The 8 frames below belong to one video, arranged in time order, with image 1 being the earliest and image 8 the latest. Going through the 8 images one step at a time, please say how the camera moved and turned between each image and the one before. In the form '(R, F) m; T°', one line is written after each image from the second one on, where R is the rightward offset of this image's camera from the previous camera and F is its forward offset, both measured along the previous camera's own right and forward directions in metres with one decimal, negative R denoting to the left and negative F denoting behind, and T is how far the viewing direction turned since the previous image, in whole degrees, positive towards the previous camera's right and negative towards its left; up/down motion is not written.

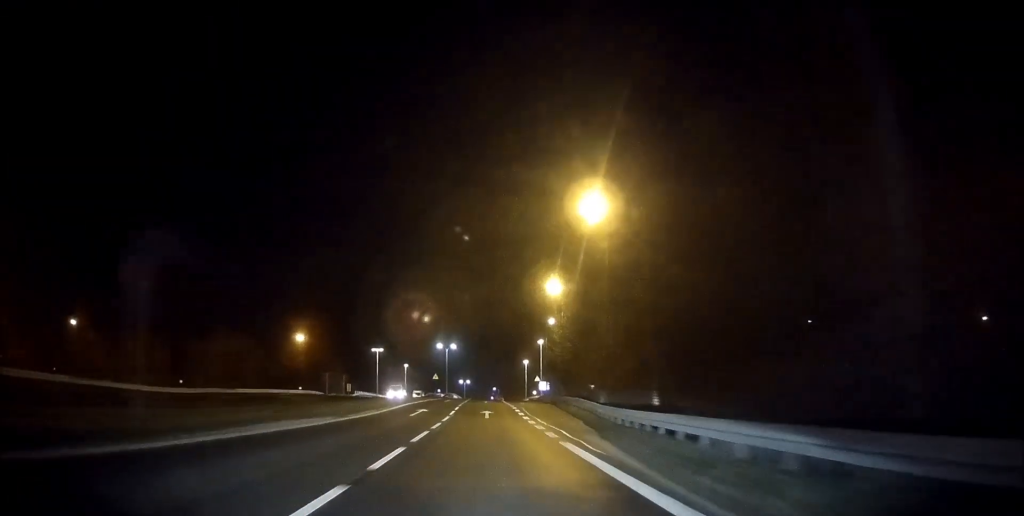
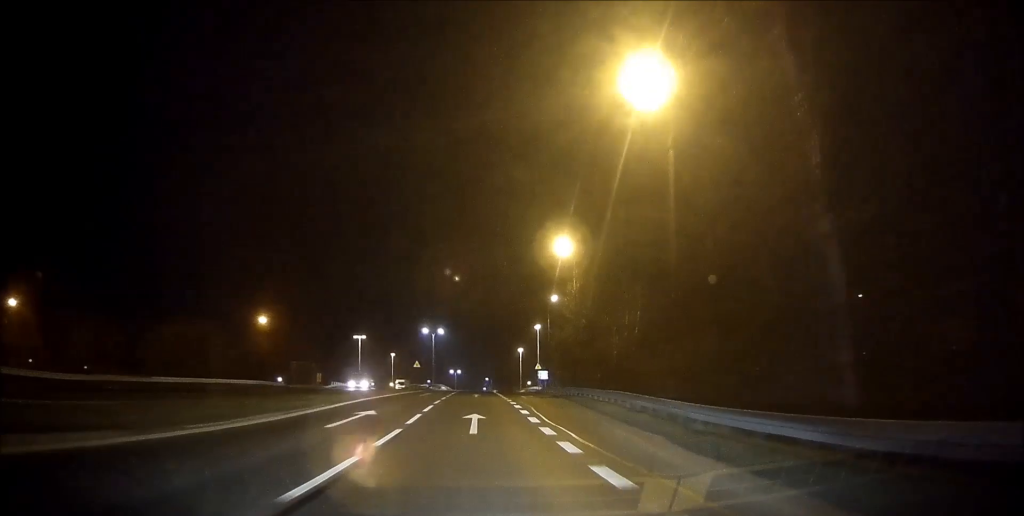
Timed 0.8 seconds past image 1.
(0.0, +14.8) m; 0°
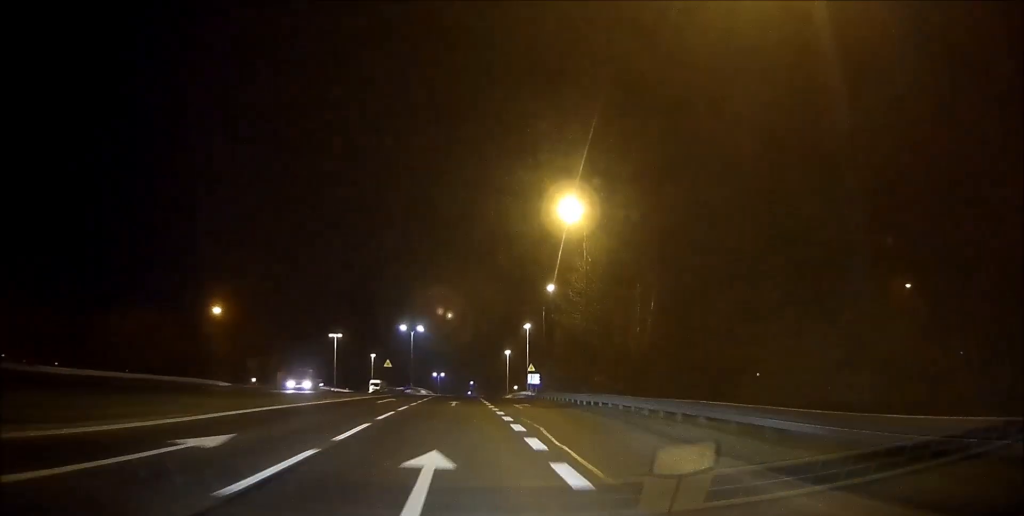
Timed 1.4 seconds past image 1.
(0.0, +12.1) m; 0°
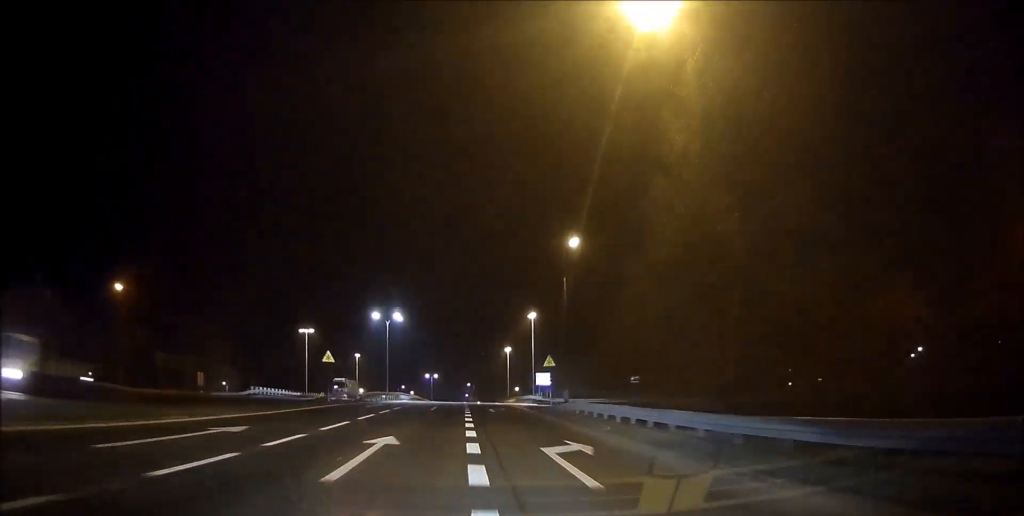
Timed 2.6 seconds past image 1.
(0.0, +23.4) m; 0°
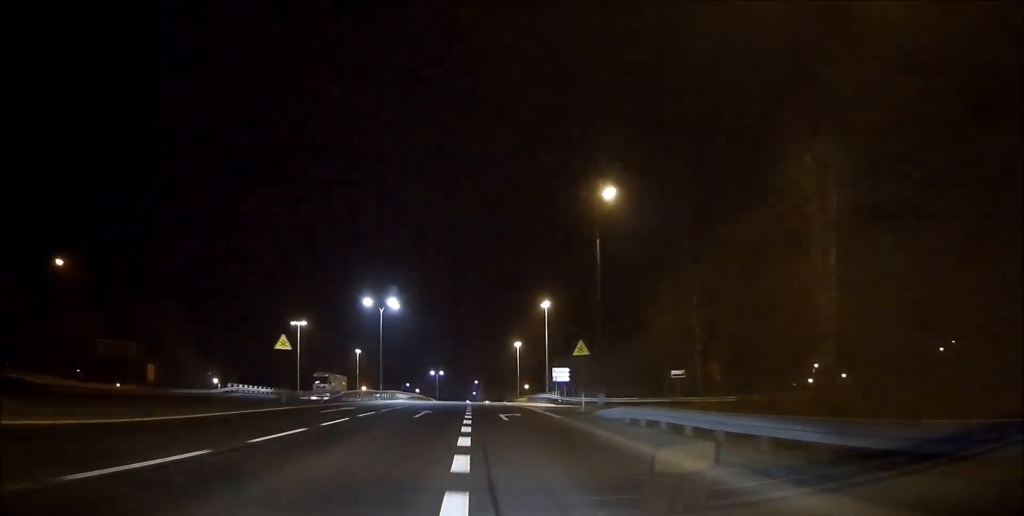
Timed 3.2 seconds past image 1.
(0.0, +11.3) m; 0°
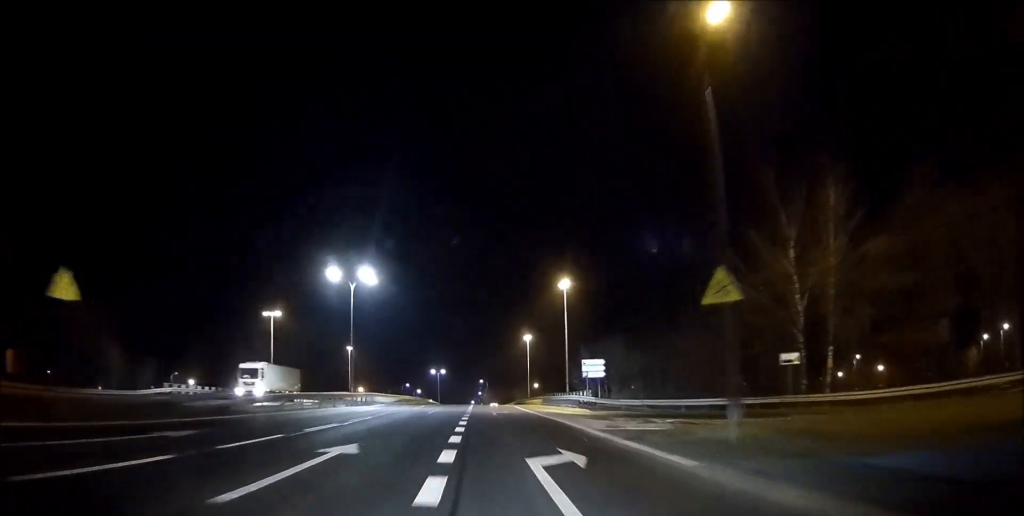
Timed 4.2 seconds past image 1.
(-0.1, +18.8) m; 0°
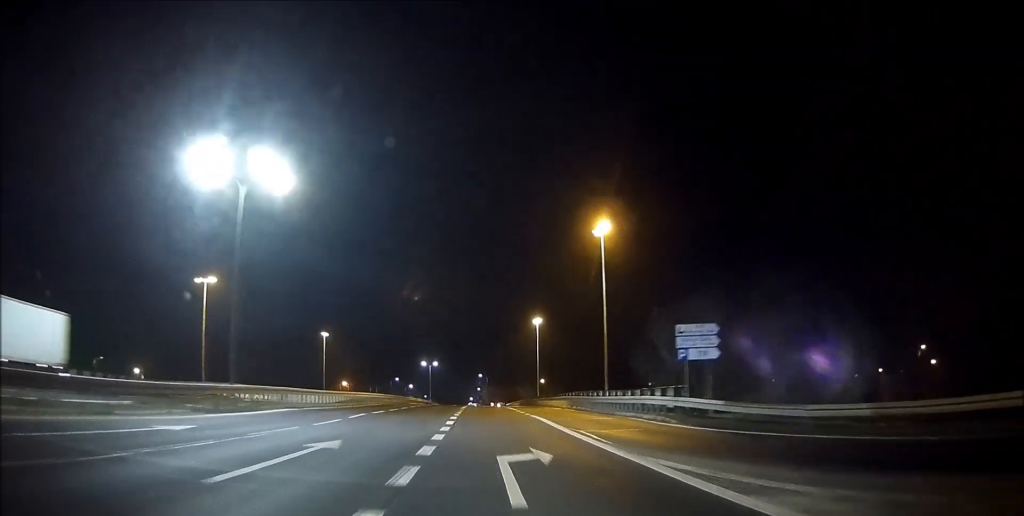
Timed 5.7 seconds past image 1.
(+0.1, +27.1) m; 0°
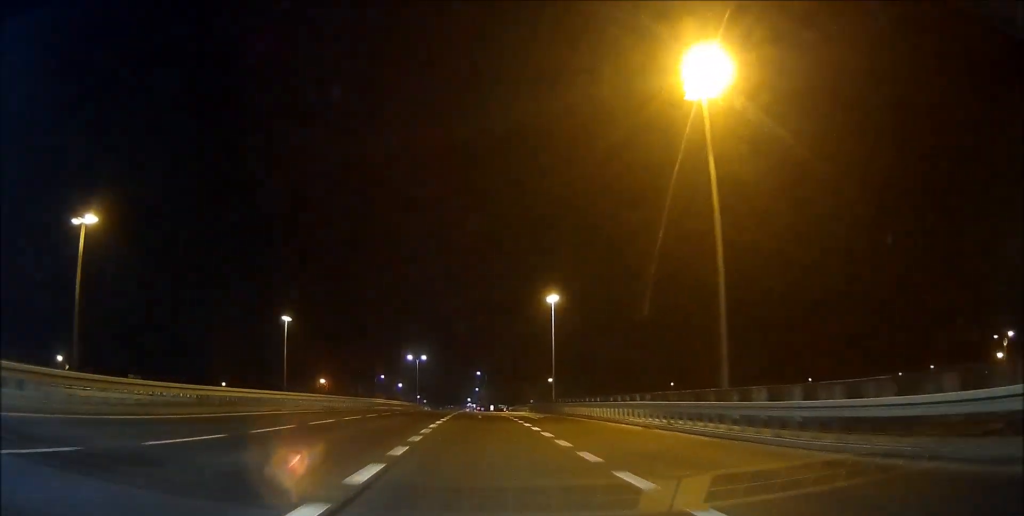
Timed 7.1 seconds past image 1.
(+0.1, +27.8) m; 0°
